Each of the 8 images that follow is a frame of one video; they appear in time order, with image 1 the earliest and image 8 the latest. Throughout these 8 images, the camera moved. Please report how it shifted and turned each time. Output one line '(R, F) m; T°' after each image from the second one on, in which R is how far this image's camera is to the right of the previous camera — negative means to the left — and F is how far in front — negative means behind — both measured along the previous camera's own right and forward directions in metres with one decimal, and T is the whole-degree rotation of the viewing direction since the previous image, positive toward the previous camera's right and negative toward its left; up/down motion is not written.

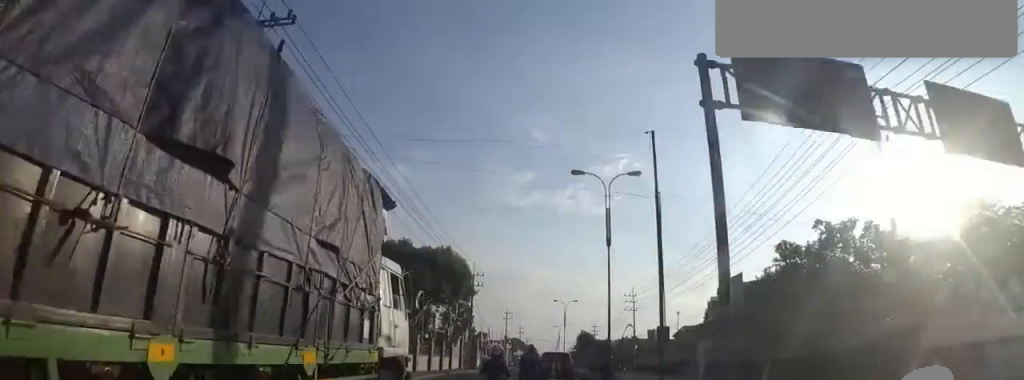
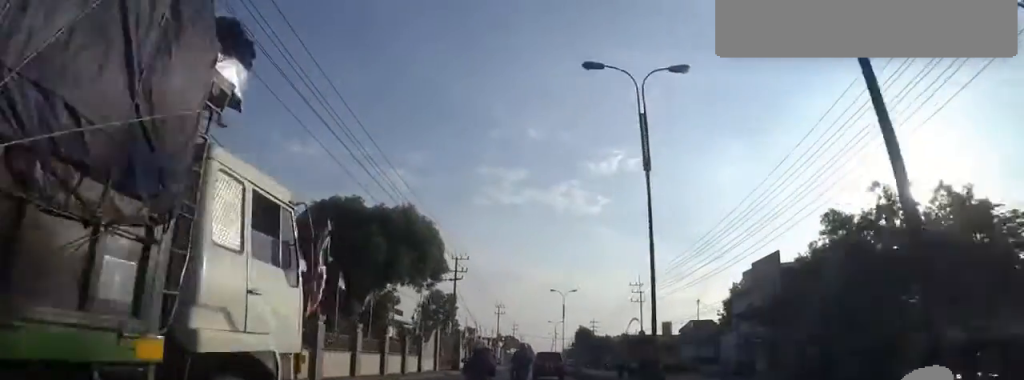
(+0.2, +9.1) m; 0°
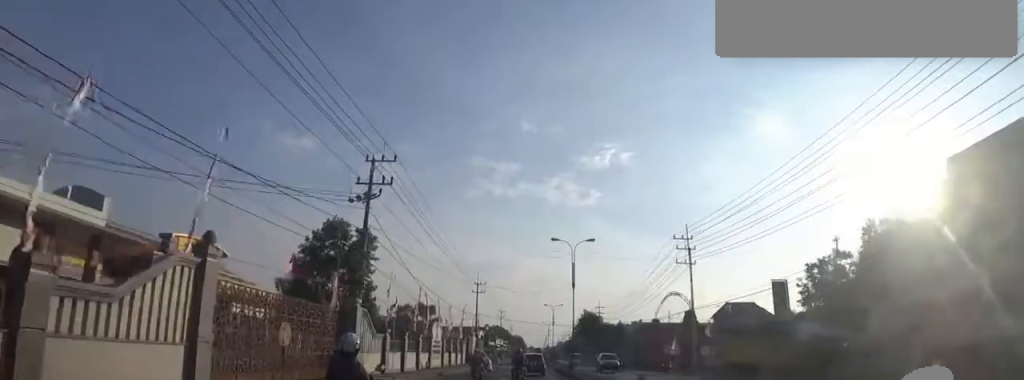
(-2.0, +23.9) m; -3°
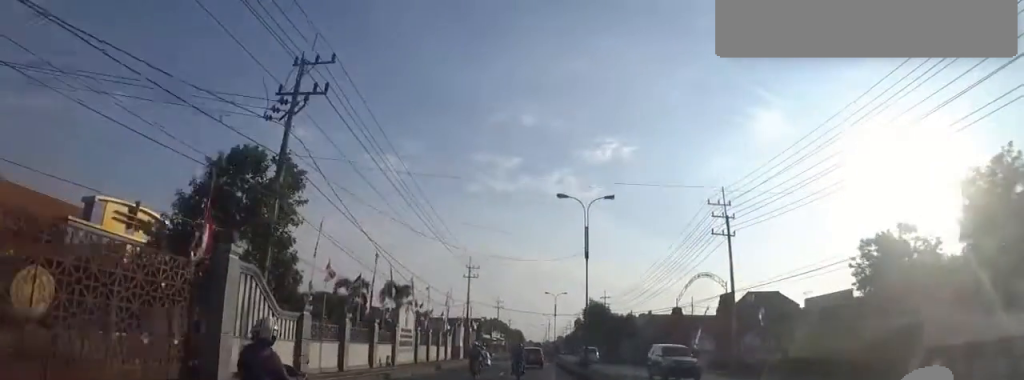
(+1.3, +8.8) m; +2°
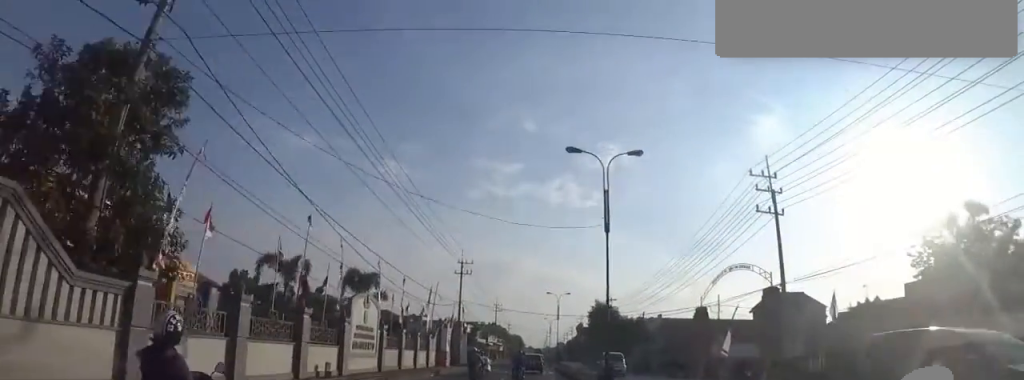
(0.0, +7.3) m; 0°
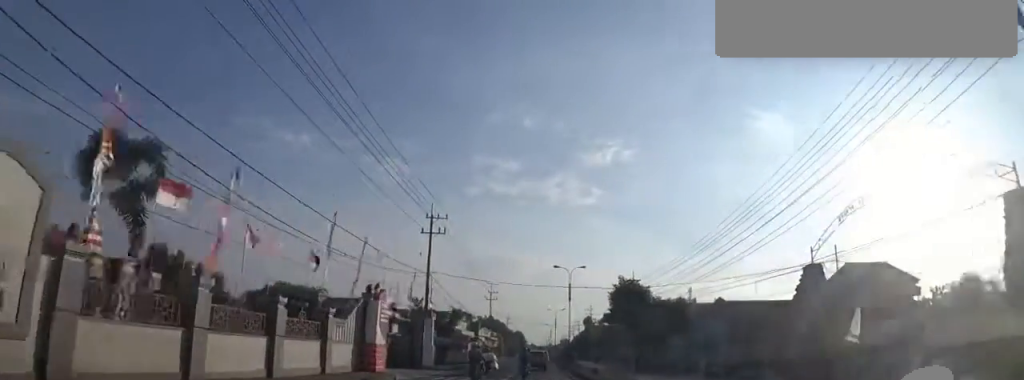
(-0.8, +18.0) m; -2°
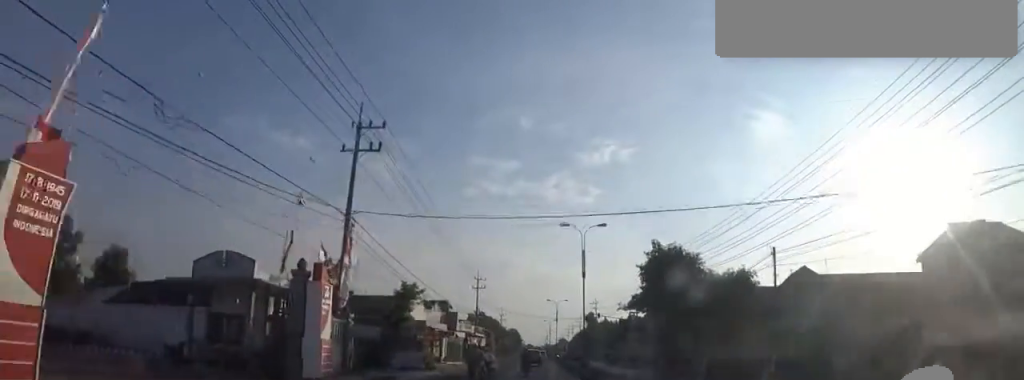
(+0.2, +16.3) m; +1°
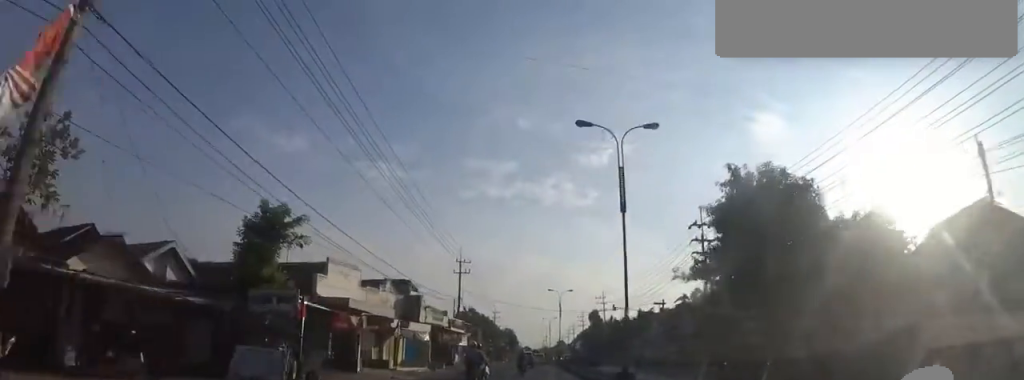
(+0.1, +15.3) m; +1°
